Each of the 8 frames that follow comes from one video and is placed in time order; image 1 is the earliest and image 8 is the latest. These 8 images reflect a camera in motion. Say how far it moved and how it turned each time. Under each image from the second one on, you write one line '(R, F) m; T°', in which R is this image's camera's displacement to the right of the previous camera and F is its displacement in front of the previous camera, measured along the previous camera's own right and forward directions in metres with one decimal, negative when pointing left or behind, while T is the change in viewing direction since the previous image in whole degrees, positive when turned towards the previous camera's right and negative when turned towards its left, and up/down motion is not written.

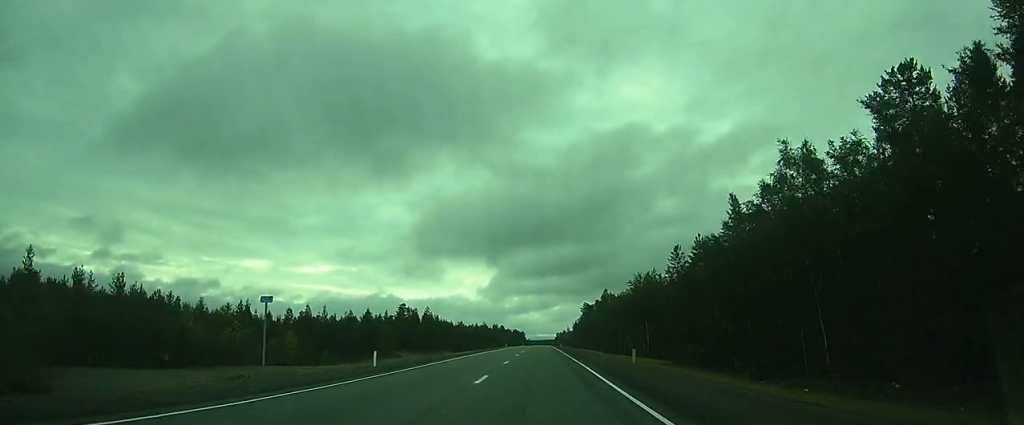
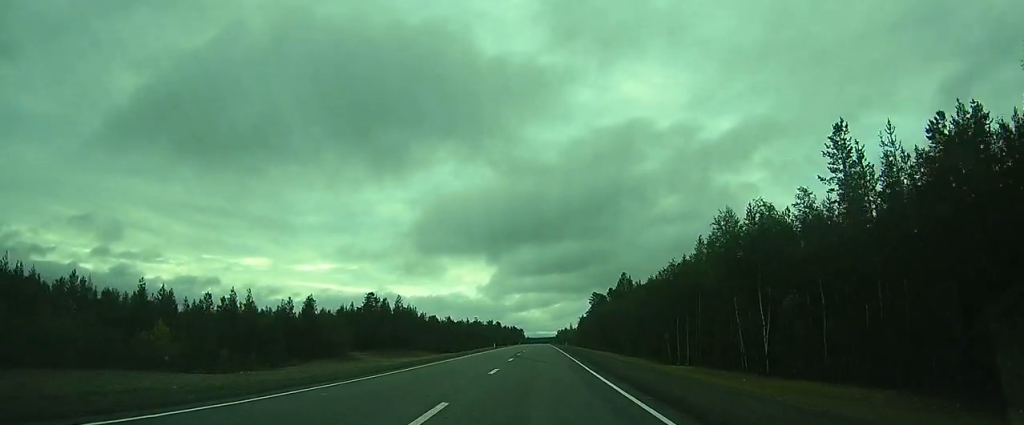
(0.0, +31.7) m; 0°
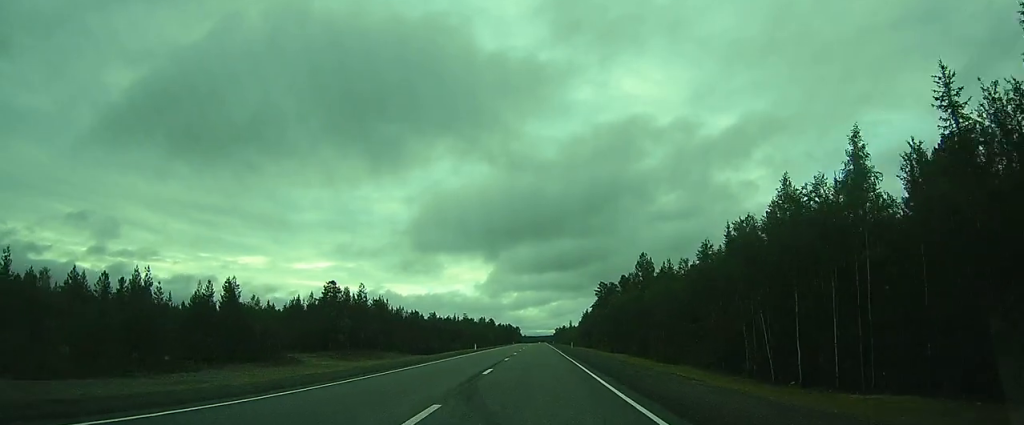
(0.0, +23.9) m; 0°
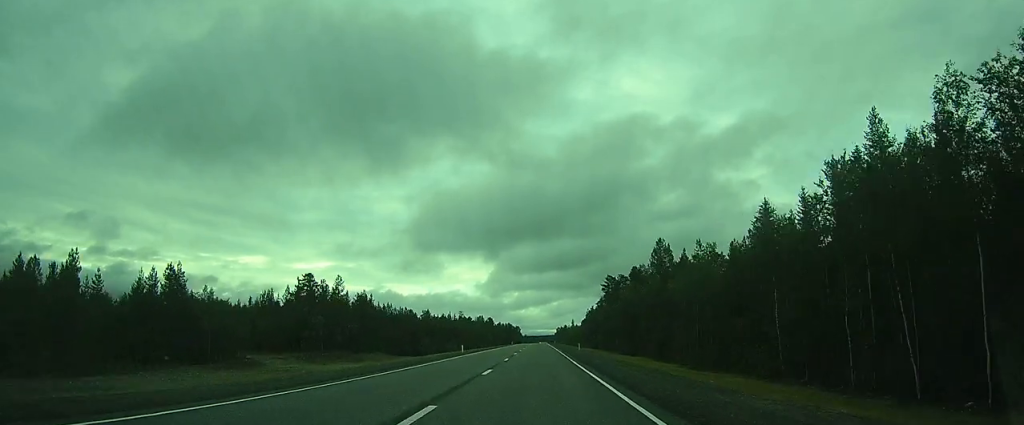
(0.0, +11.9) m; 0°
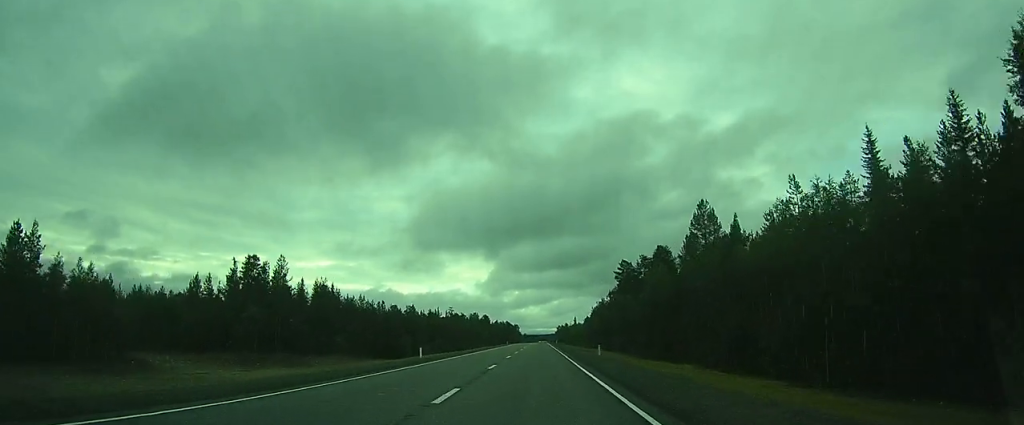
(0.0, +20.1) m; 0°
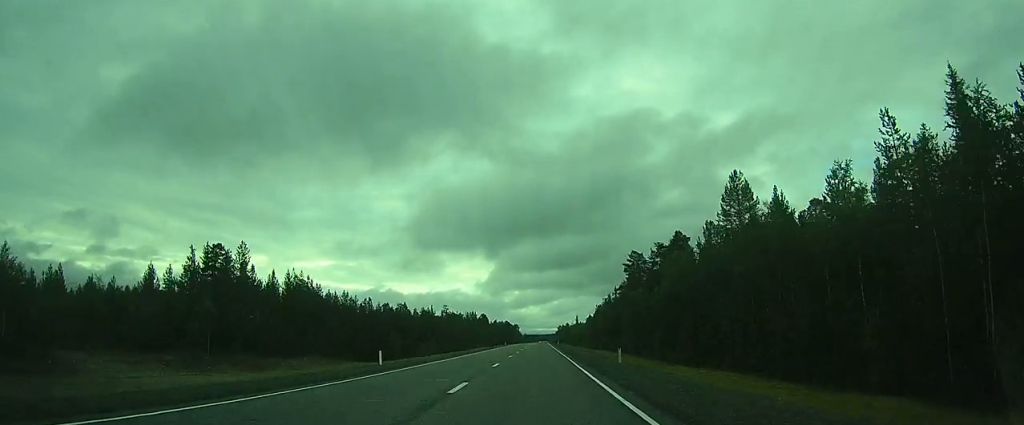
(0.0, +9.7) m; 0°
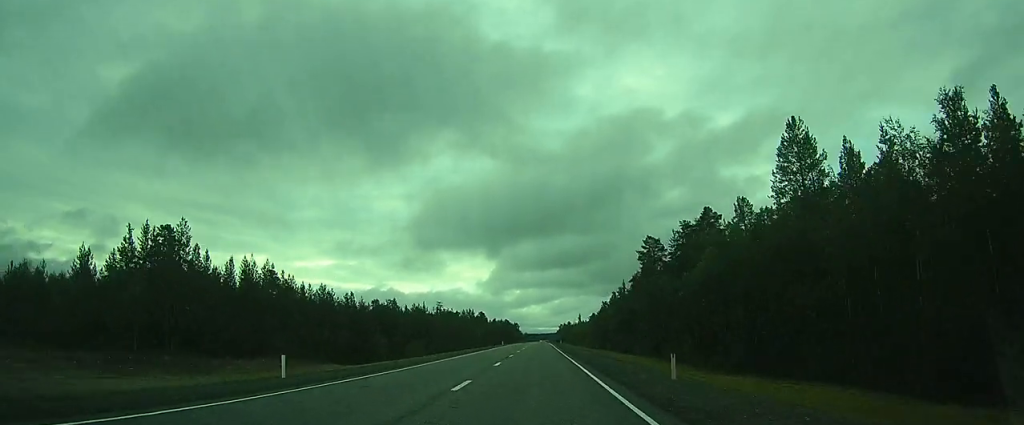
(0.0, +11.2) m; 0°
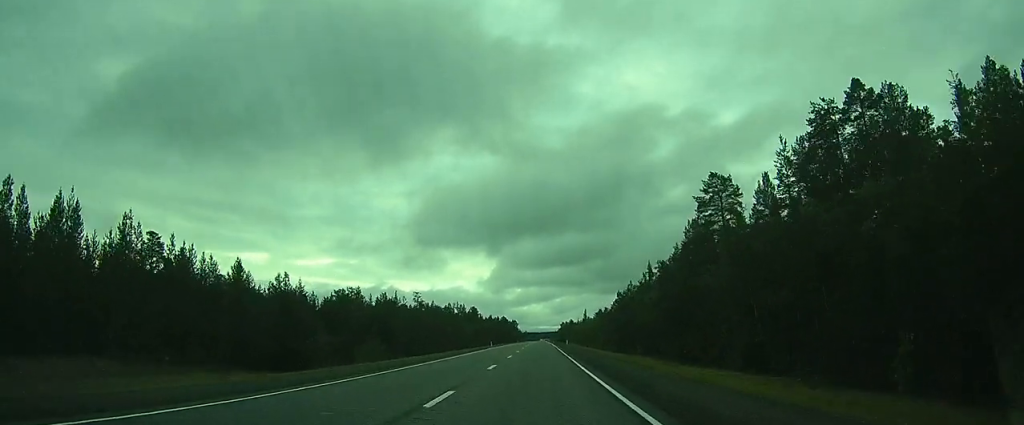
(-0.1, +27.0) m; 0°
